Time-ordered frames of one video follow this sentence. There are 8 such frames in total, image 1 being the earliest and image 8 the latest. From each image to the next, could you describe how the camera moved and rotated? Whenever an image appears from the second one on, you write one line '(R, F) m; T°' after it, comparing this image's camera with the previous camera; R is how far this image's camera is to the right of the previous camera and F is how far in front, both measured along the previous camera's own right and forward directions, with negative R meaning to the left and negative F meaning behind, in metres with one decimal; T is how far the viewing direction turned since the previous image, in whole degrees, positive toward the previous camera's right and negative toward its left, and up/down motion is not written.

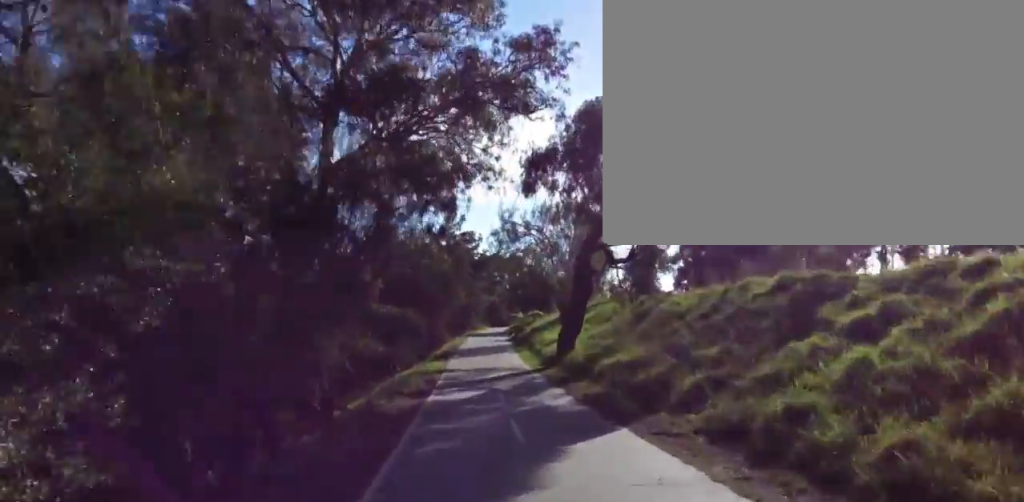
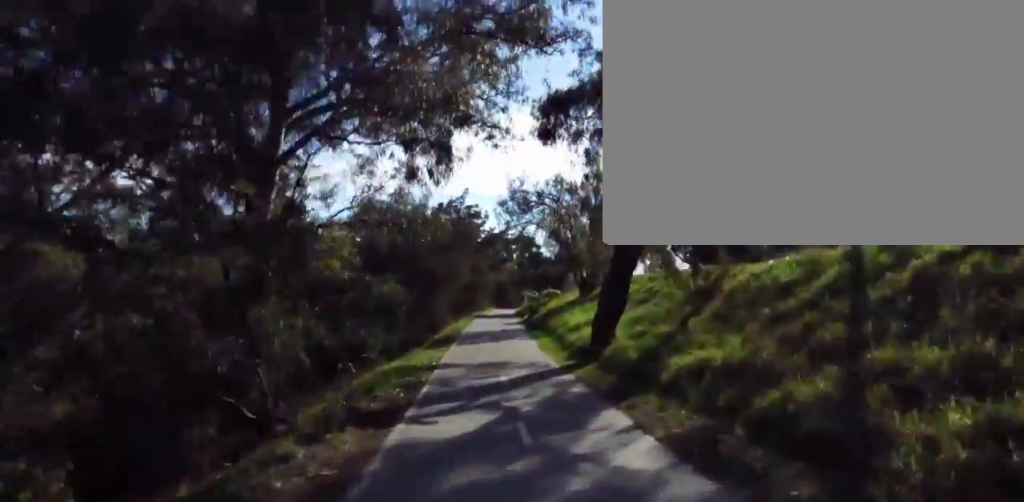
(+0.4, +4.7) m; -8°
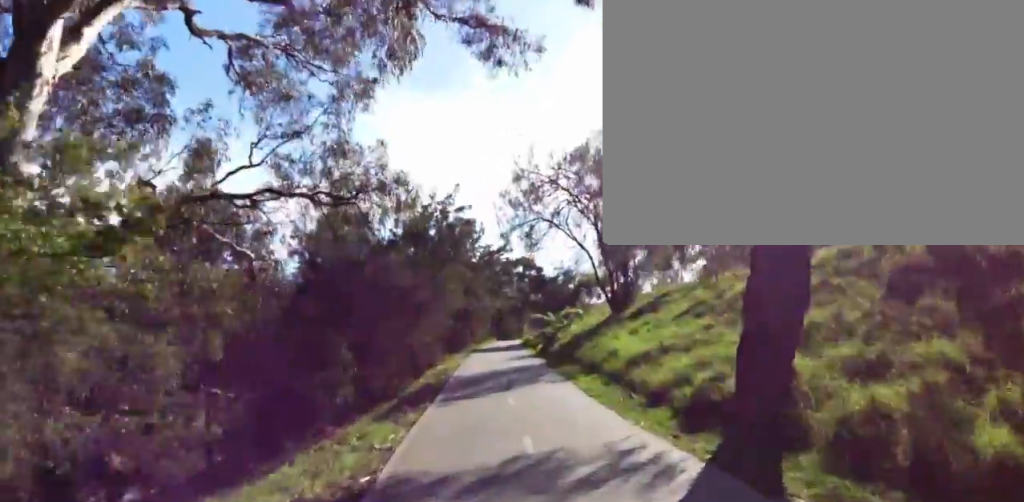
(-1.8, +7.3) m; -1°
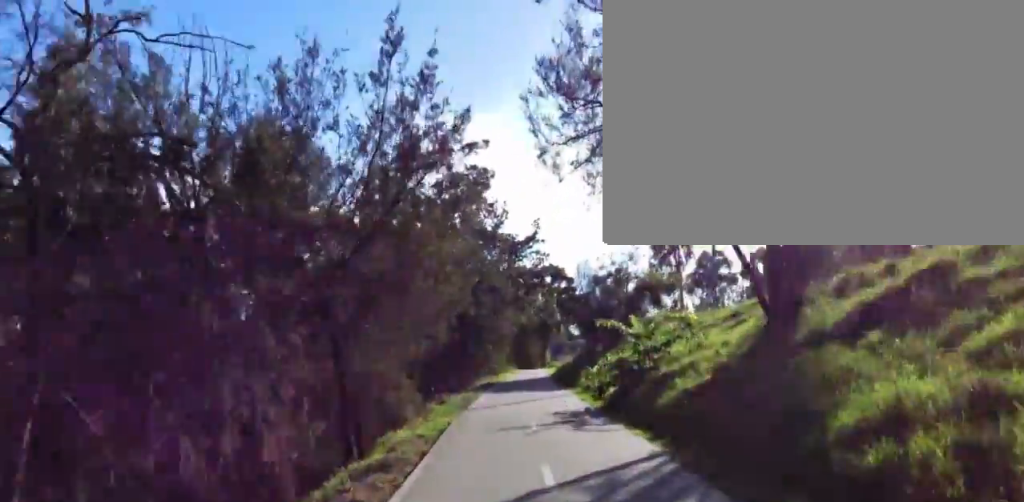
(+2.5, +11.1) m; +14°
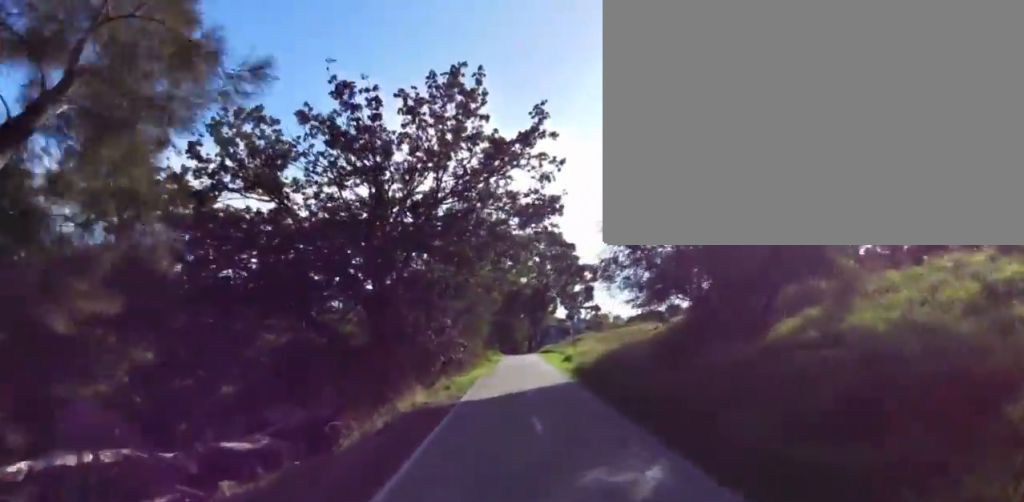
(0.0, +17.9) m; 0°
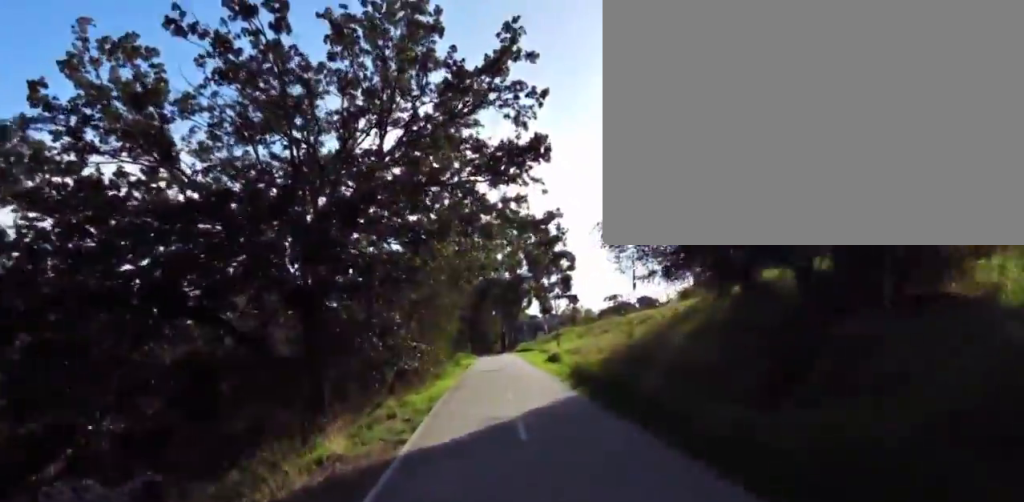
(0.0, +4.5) m; -1°
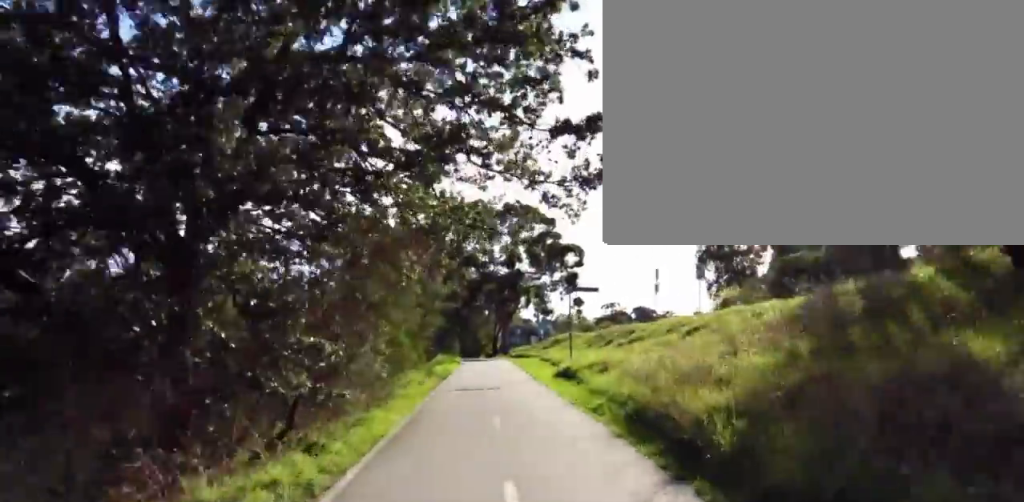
(0.0, +6.3) m; -5°
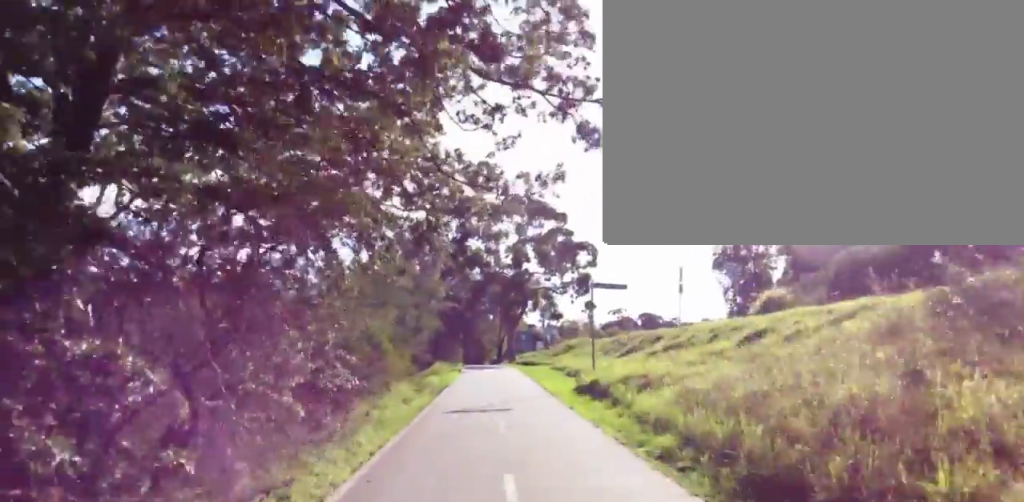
(-0.2, +3.3) m; -4°
